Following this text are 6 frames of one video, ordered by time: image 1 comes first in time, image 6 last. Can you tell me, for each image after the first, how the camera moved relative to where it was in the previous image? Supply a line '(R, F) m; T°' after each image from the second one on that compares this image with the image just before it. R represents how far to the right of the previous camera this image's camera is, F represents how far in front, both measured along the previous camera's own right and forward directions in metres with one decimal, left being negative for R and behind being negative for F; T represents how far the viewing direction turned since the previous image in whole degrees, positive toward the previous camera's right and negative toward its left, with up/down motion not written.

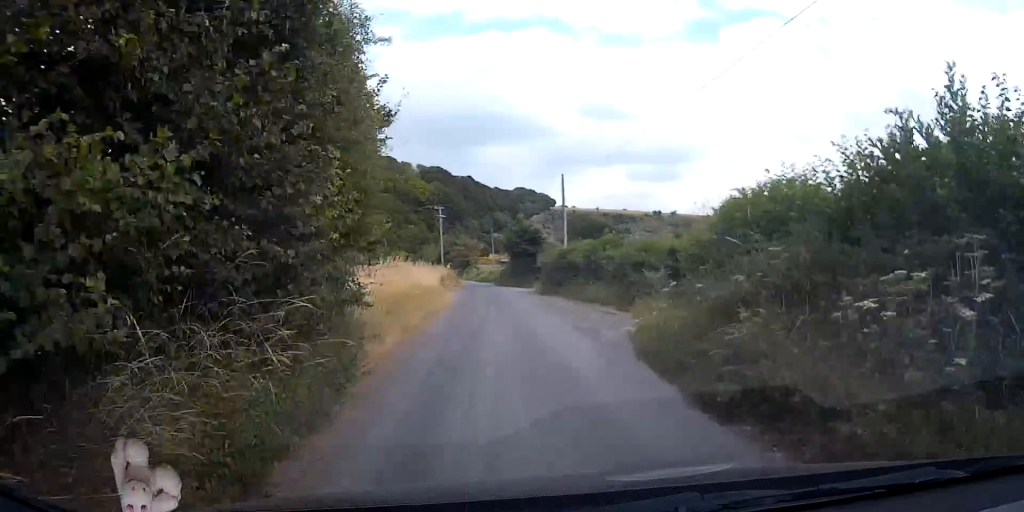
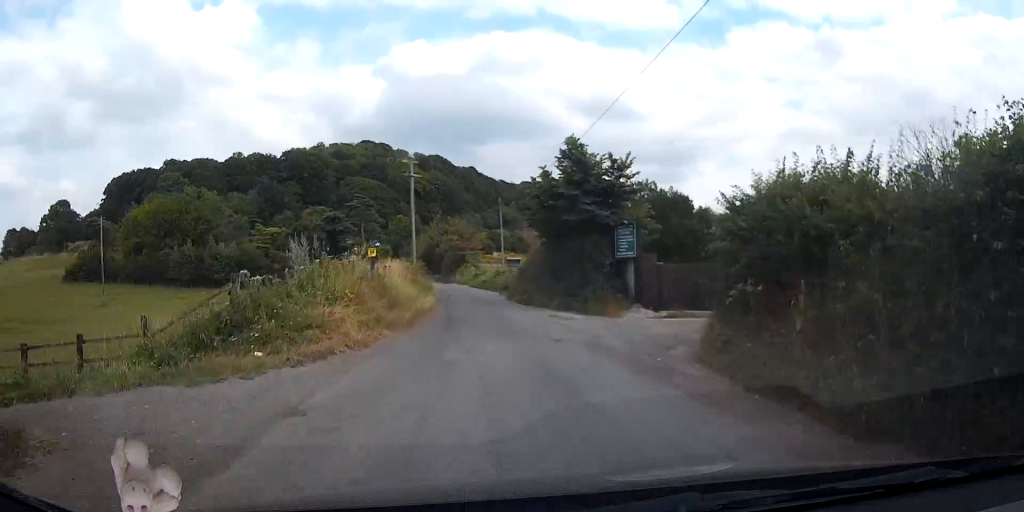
(+1.1, +33.8) m; +2°
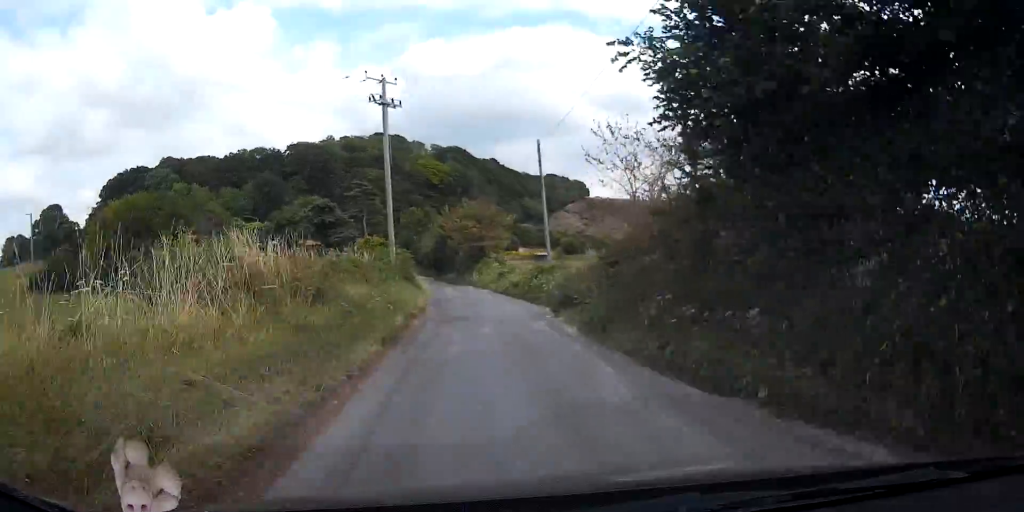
(-0.5, +20.5) m; -2°
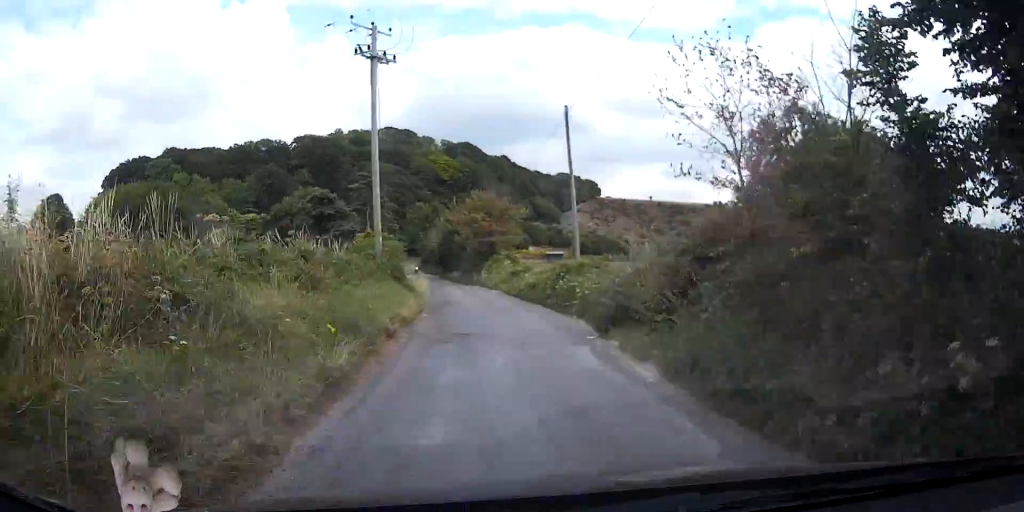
(0.0, +5.9) m; -1°
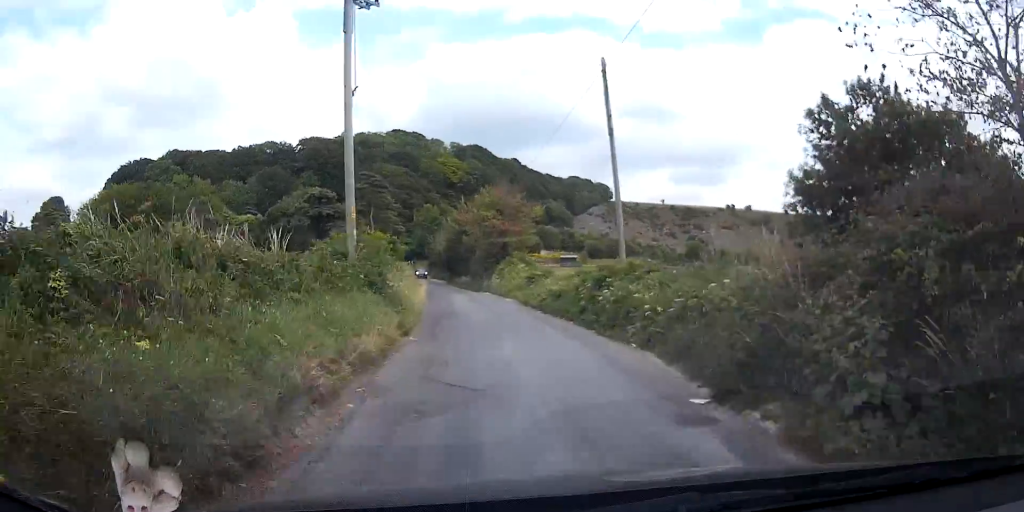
(-0.1, +5.6) m; -1°
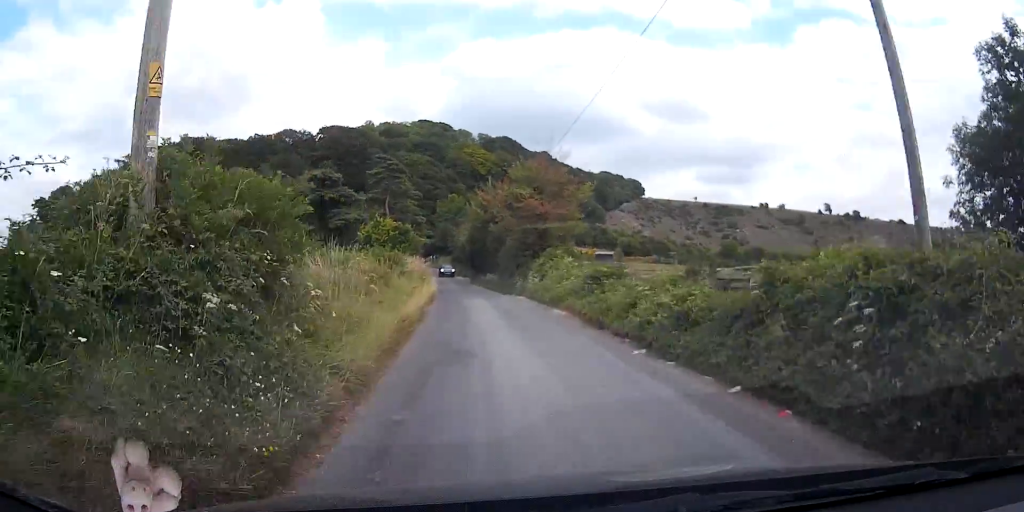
(-0.2, +11.1) m; -2°
